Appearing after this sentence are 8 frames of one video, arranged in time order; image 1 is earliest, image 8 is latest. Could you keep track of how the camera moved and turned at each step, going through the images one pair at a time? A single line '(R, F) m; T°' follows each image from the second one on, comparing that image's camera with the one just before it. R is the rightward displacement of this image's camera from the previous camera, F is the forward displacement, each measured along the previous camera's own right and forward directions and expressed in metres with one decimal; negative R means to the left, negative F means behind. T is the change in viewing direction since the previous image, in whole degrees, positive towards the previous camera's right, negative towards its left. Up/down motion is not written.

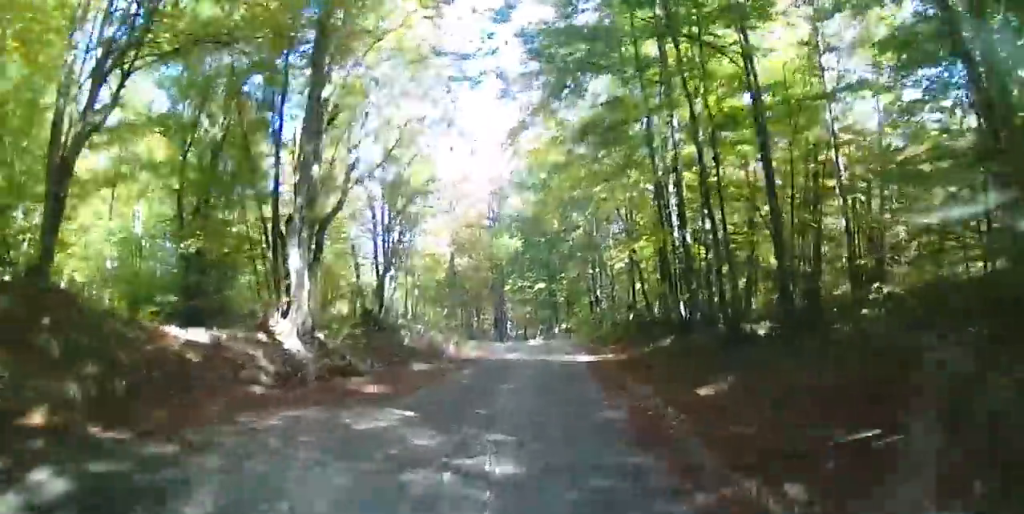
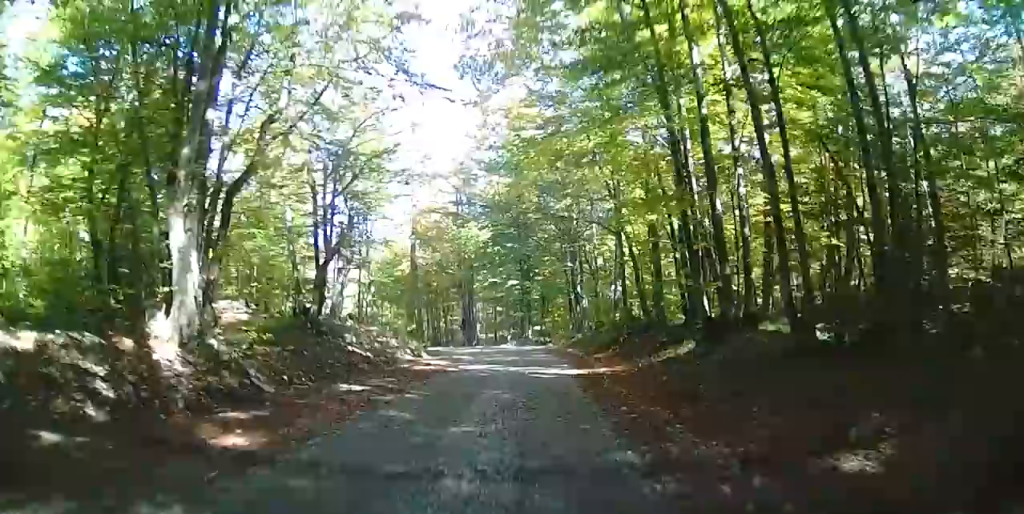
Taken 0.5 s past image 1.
(-2.1, +4.1) m; +15°
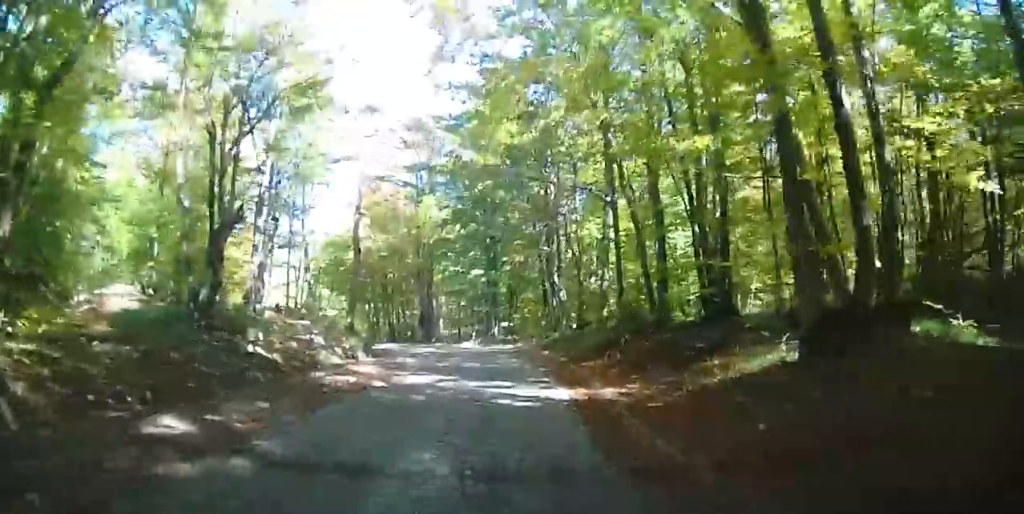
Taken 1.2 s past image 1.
(+3.4, +5.1) m; +20°
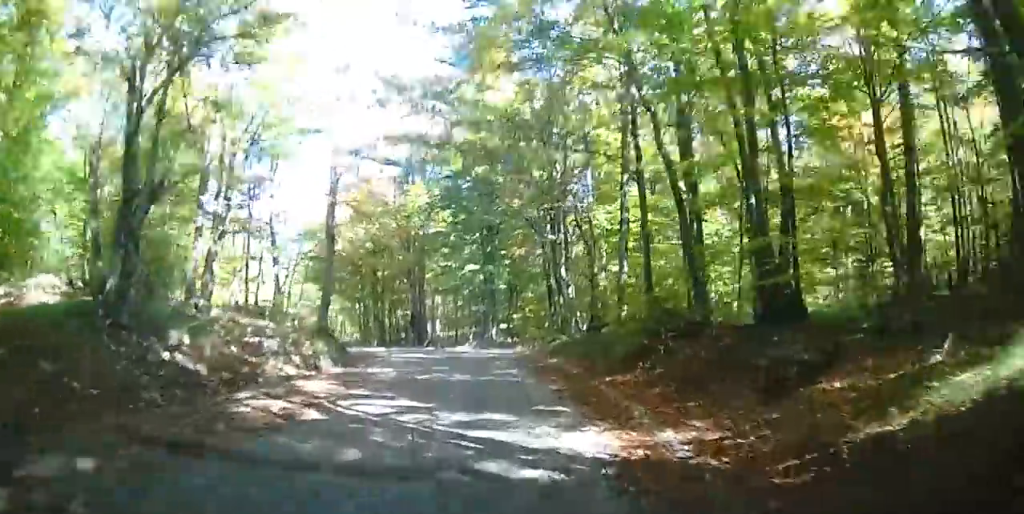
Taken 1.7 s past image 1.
(+1.3, +4.5) m; +8°
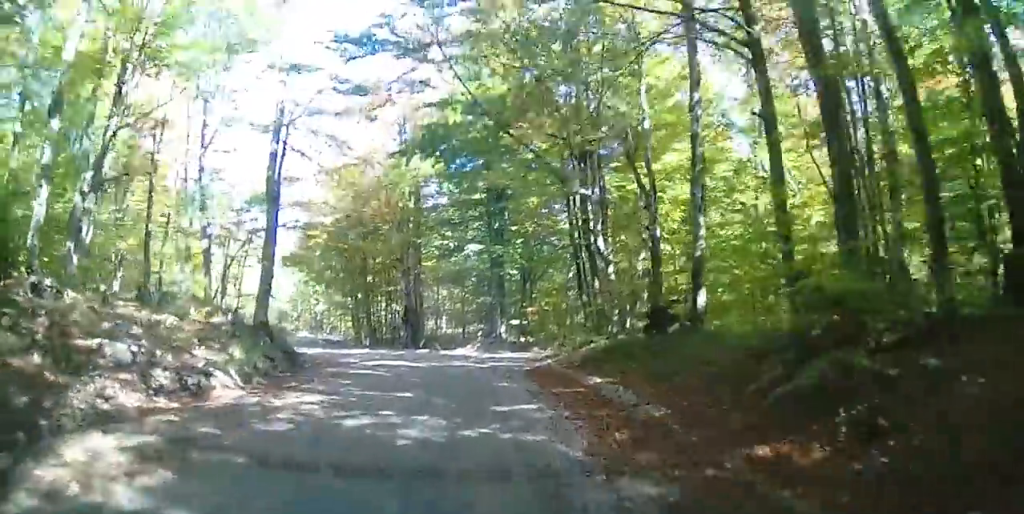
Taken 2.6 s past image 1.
(-1.3, +7.6) m; -18°
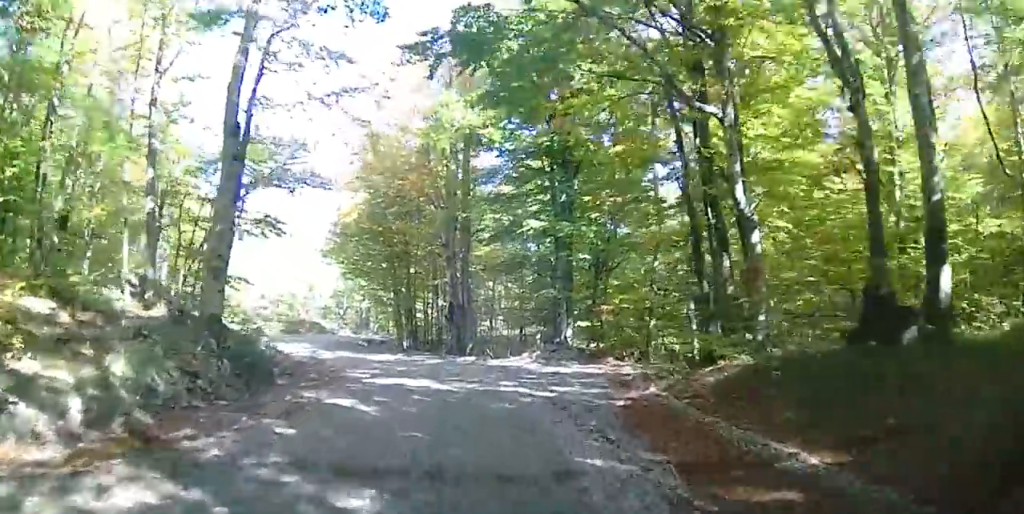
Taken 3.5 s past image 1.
(-1.1, +6.8) m; -8°
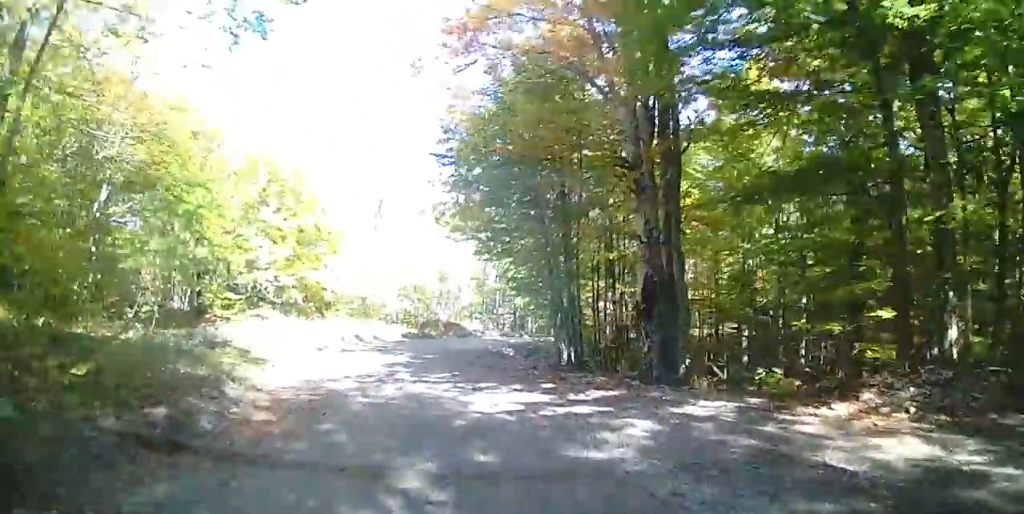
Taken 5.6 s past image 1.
(-0.3, +15.6) m; -13°
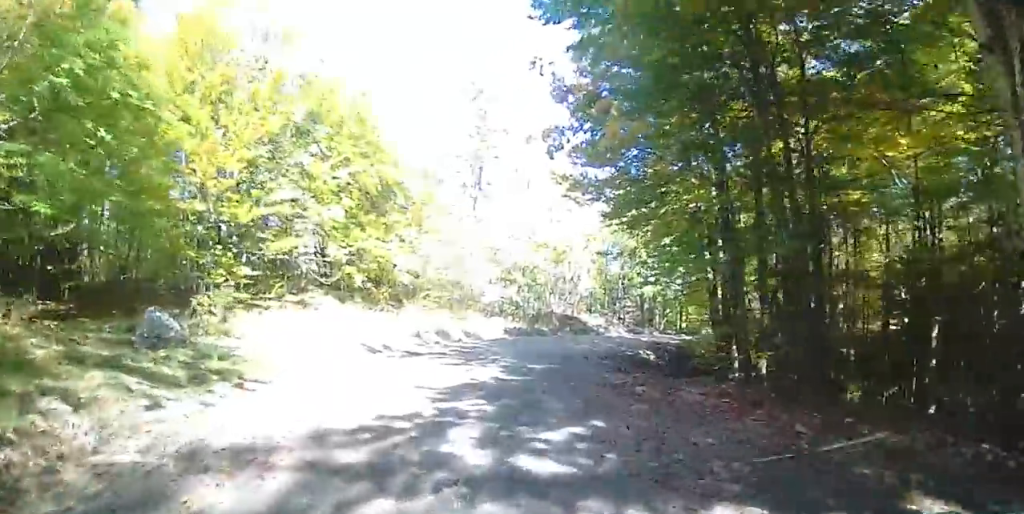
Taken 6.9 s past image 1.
(-1.6, +9.6) m; -6°
